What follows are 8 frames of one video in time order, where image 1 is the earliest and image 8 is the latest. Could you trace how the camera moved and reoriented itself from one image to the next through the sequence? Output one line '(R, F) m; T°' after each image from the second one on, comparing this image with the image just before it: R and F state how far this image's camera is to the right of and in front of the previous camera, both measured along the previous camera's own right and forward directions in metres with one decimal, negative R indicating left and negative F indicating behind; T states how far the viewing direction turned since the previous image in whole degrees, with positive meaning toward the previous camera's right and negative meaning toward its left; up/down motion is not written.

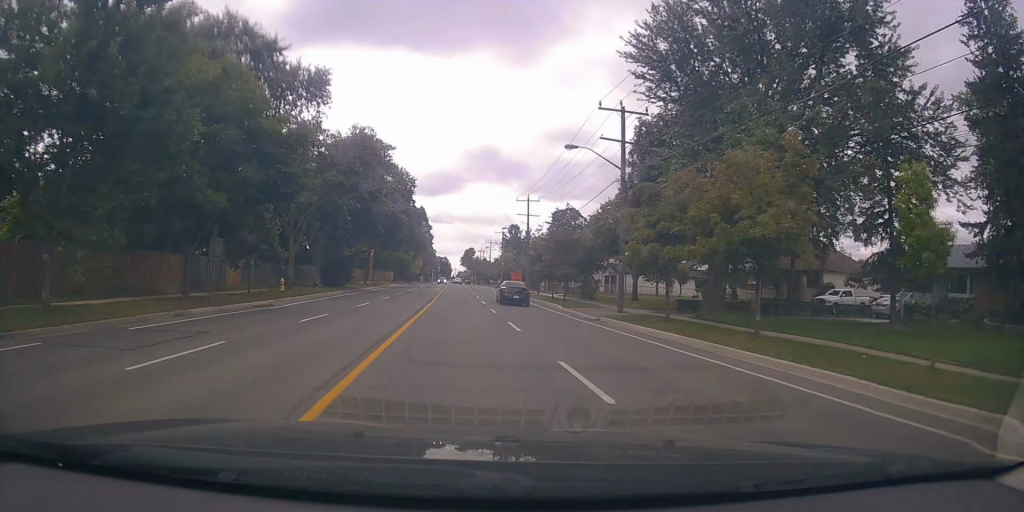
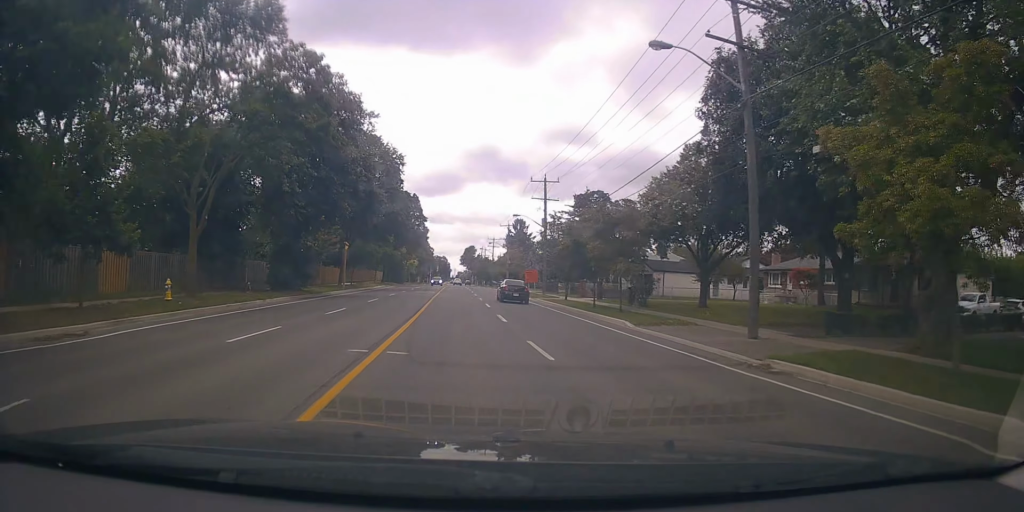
(0.0, +14.5) m; 0°
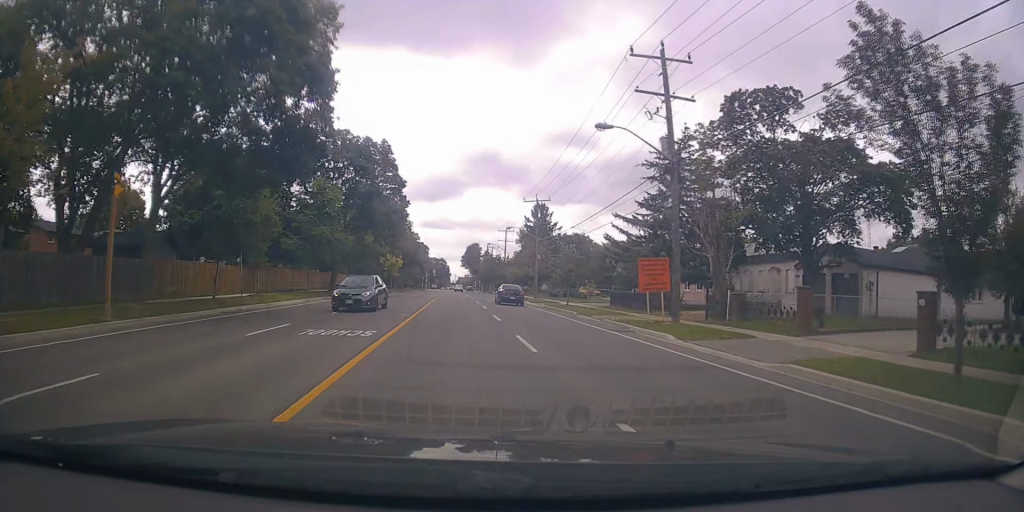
(+0.6, +35.0) m; +2°
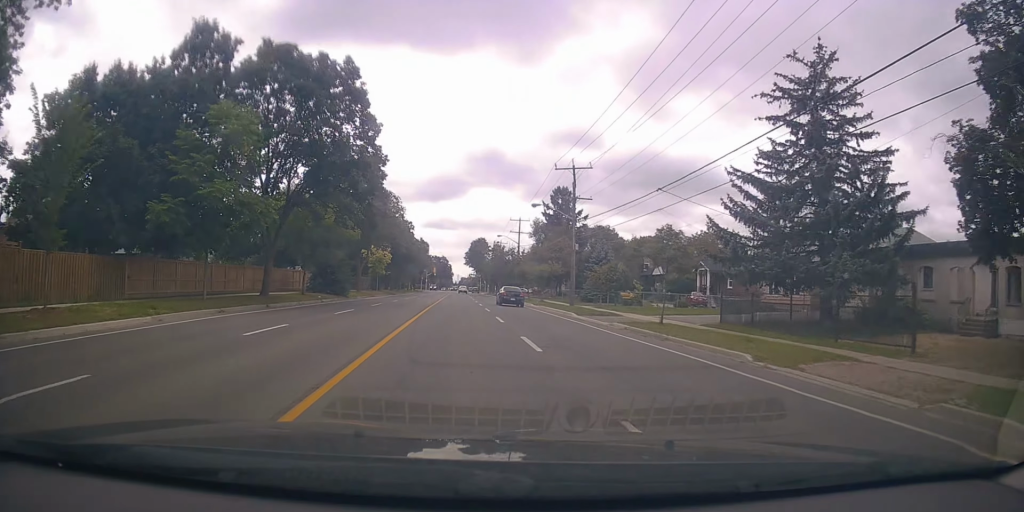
(-0.4, +18.5) m; -2°
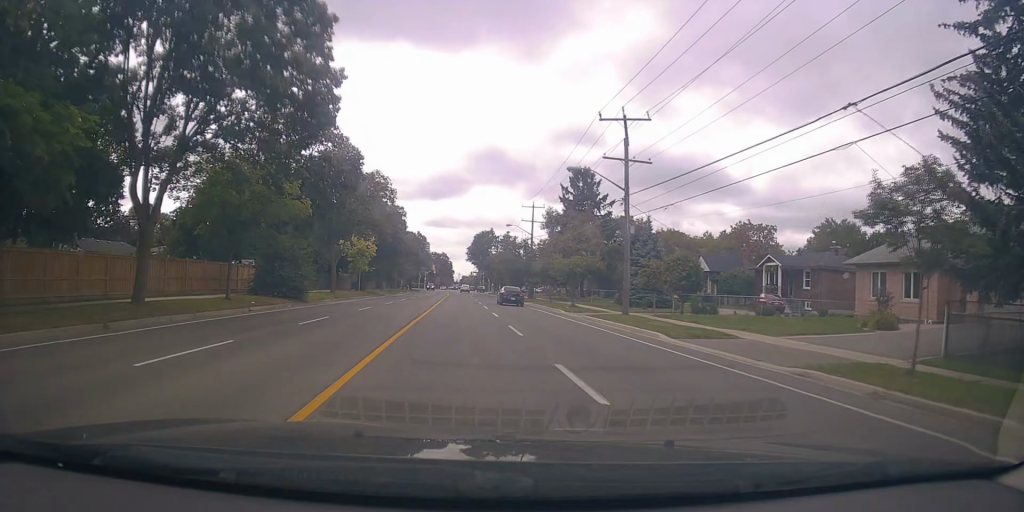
(-0.1, +13.6) m; 0°
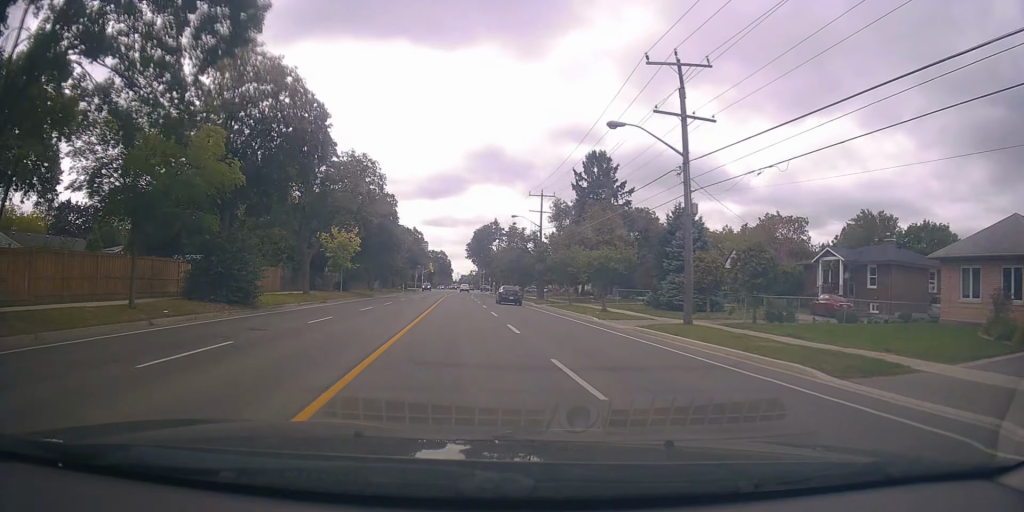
(+0.1, +8.5) m; 0°
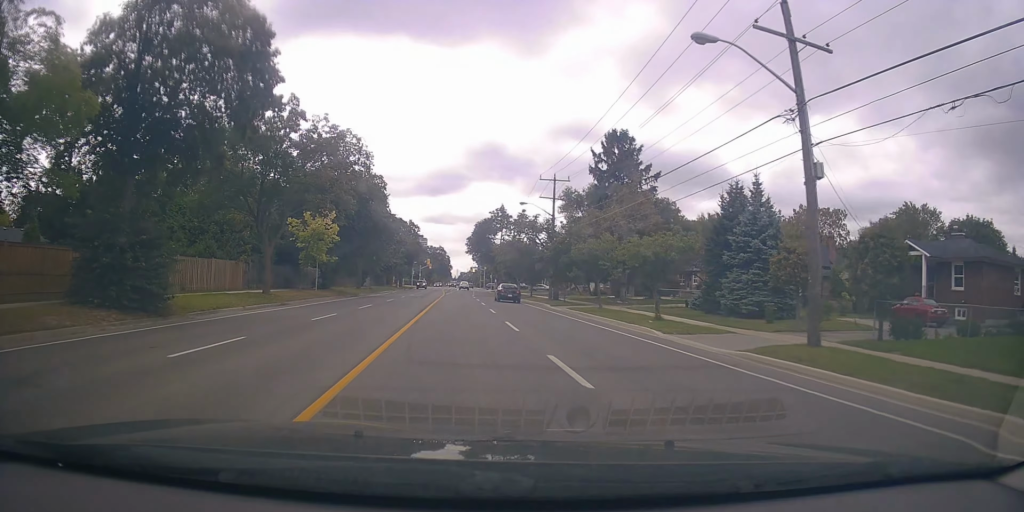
(0.0, +8.5) m; 0°
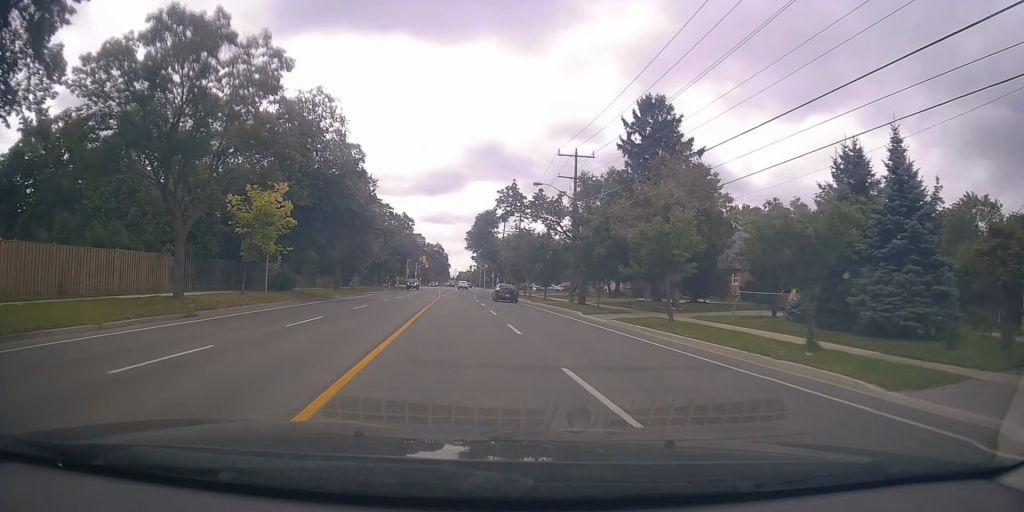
(0.0, +10.7) m; 0°
